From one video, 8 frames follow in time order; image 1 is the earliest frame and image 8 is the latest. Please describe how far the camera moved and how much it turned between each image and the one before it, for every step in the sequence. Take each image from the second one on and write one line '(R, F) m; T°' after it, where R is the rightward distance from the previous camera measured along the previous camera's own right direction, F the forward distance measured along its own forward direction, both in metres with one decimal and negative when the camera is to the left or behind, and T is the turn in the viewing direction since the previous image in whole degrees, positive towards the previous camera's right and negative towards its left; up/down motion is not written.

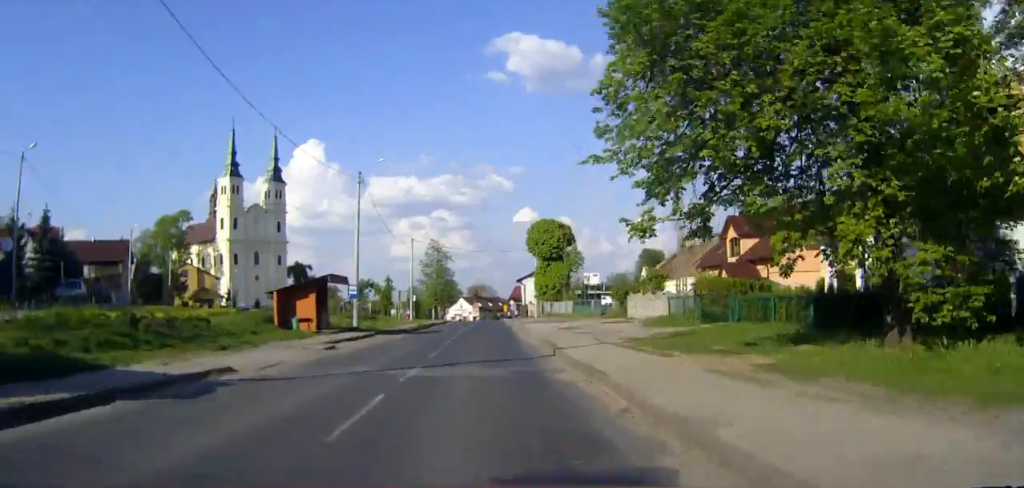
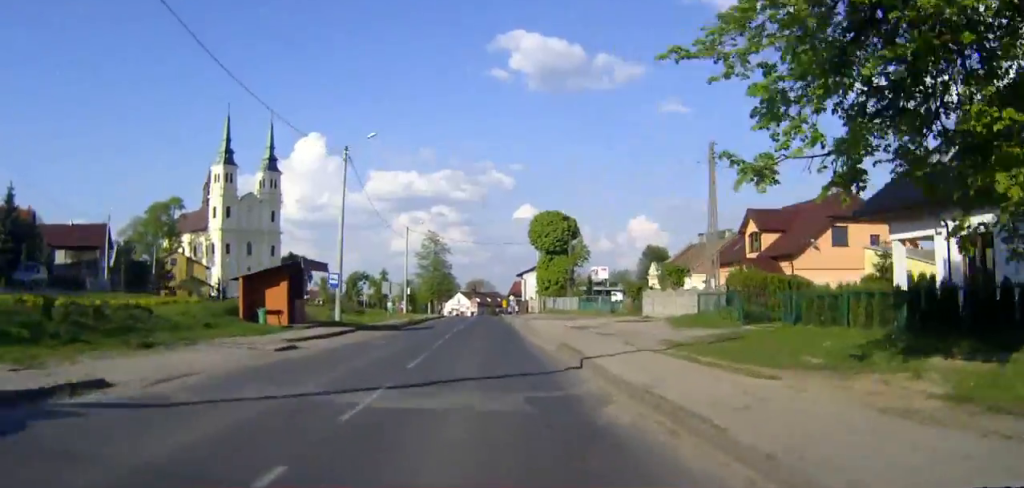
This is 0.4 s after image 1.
(0.0, +5.5) m; 0°
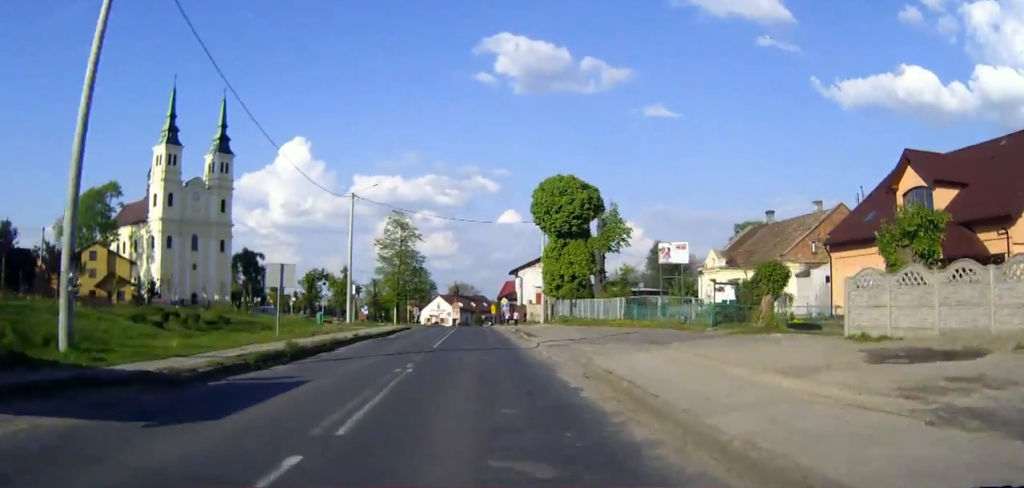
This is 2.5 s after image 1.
(+0.2, +29.0) m; +1°
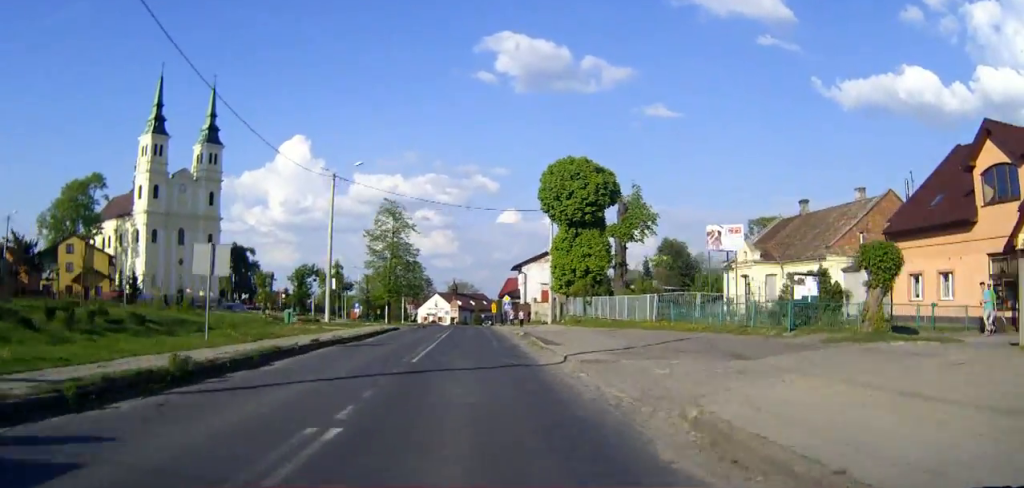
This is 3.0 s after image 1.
(0.0, +7.9) m; 0°
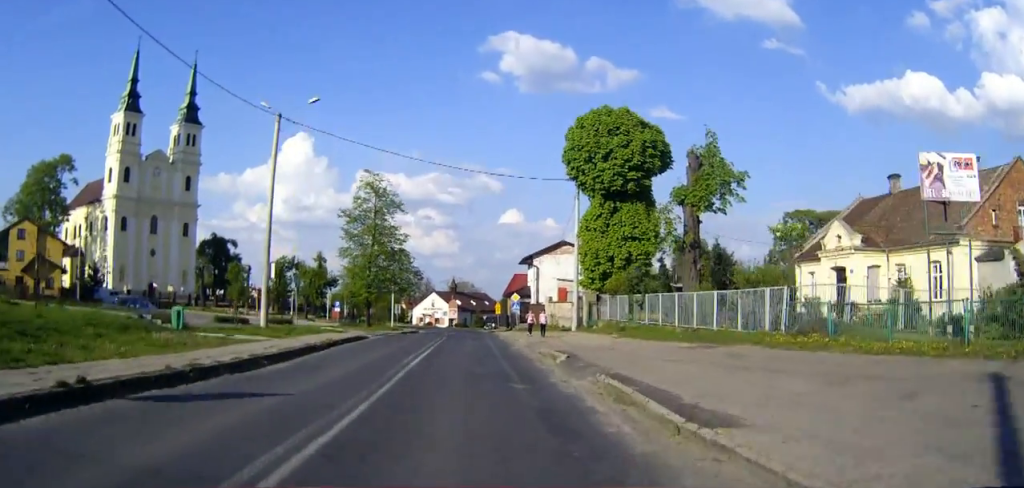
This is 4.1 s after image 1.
(0.0, +15.4) m; 0°
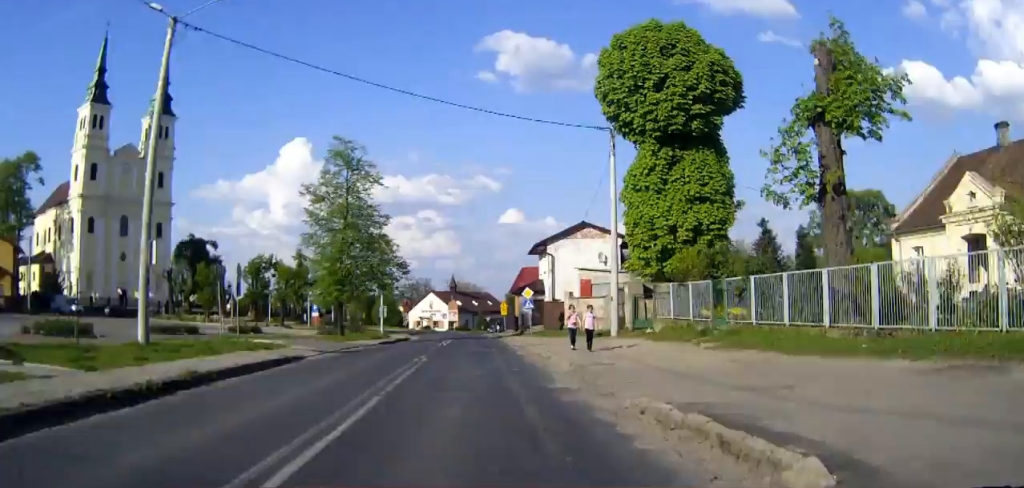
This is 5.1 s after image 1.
(0.0, +13.4) m; 0°
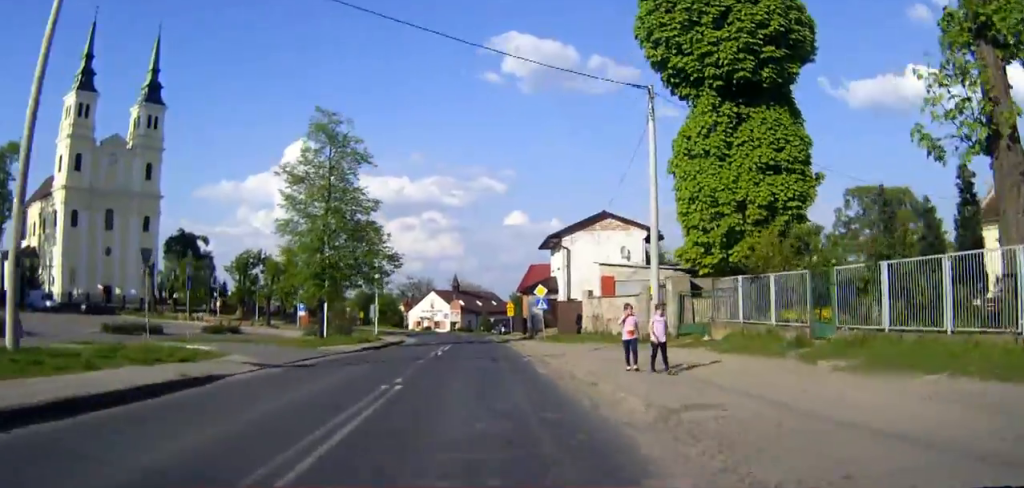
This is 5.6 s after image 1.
(0.0, +7.3) m; 0°
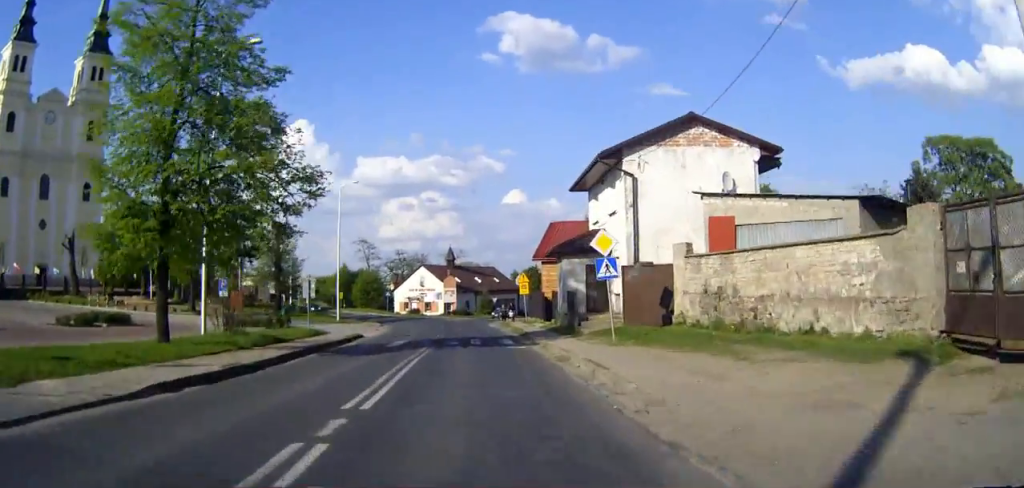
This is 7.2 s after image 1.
(-0.1, +21.5) m; 0°
